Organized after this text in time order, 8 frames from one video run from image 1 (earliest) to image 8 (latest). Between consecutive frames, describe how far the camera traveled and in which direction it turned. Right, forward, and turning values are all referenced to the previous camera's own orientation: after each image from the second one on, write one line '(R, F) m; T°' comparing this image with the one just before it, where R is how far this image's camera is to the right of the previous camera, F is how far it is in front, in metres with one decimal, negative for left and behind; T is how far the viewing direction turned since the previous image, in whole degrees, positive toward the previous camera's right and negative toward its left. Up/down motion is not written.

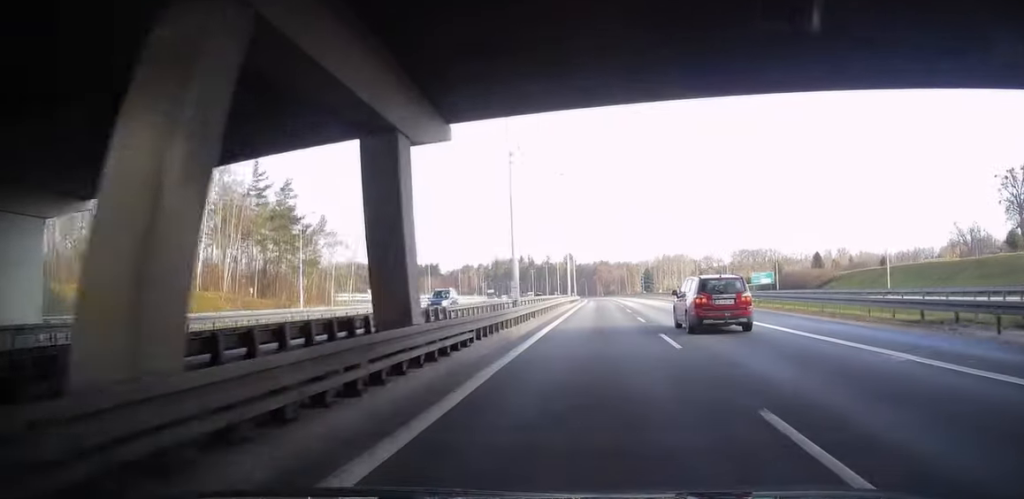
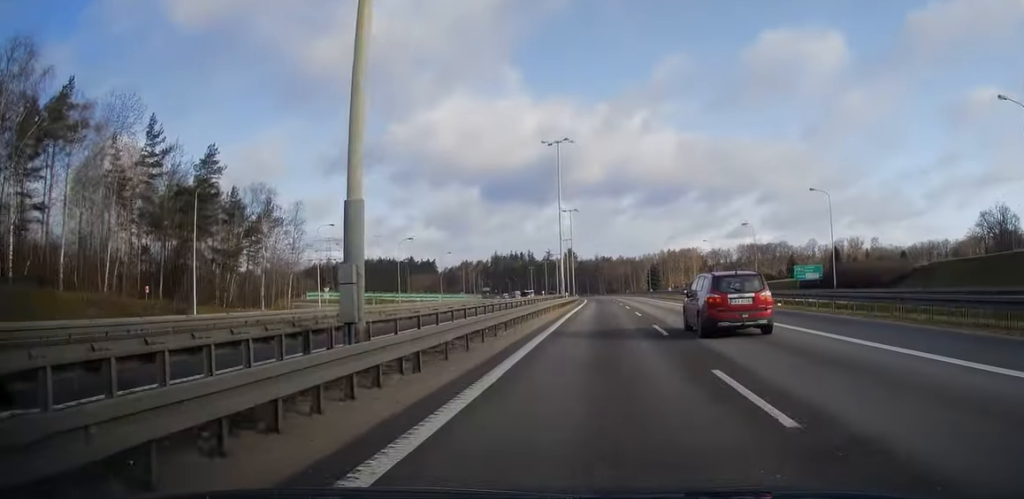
(-0.1, +20.1) m; 0°
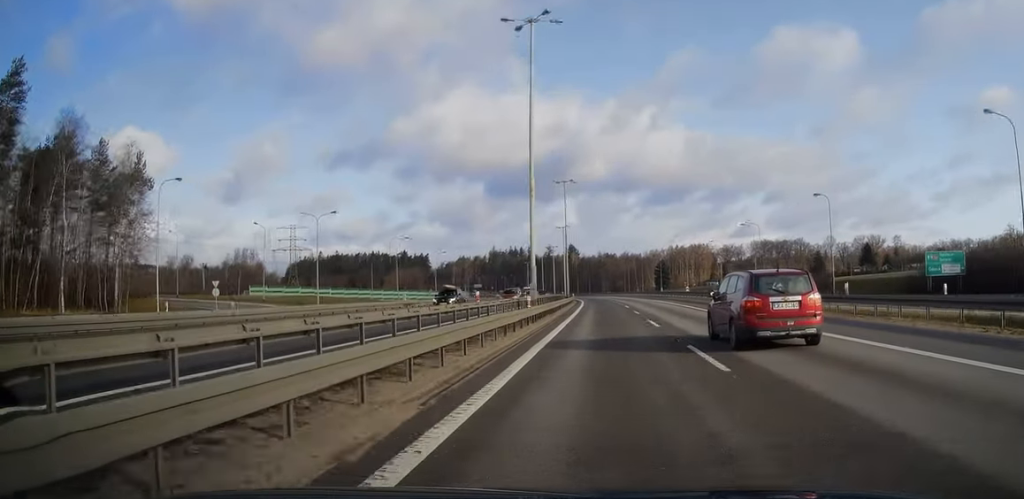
(+0.1, +31.1) m; 0°
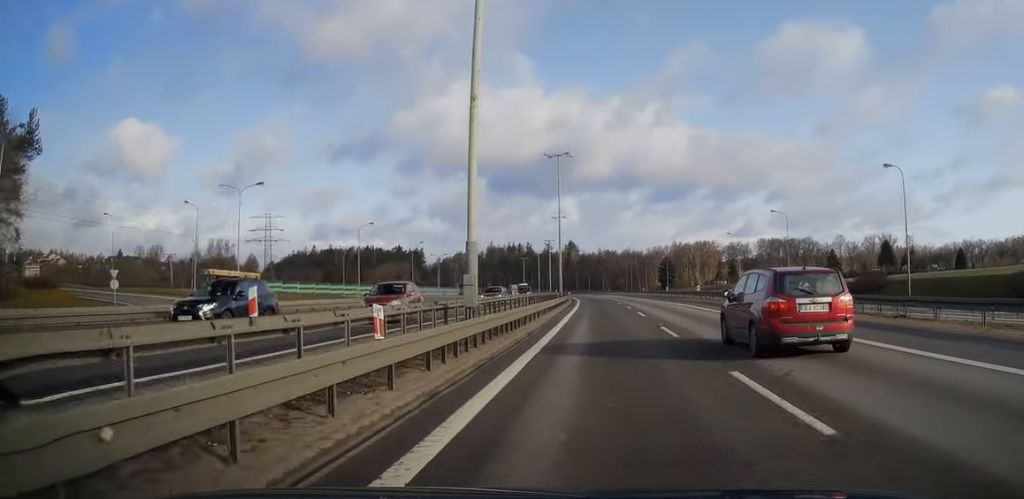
(0.0, +16.9) m; 0°
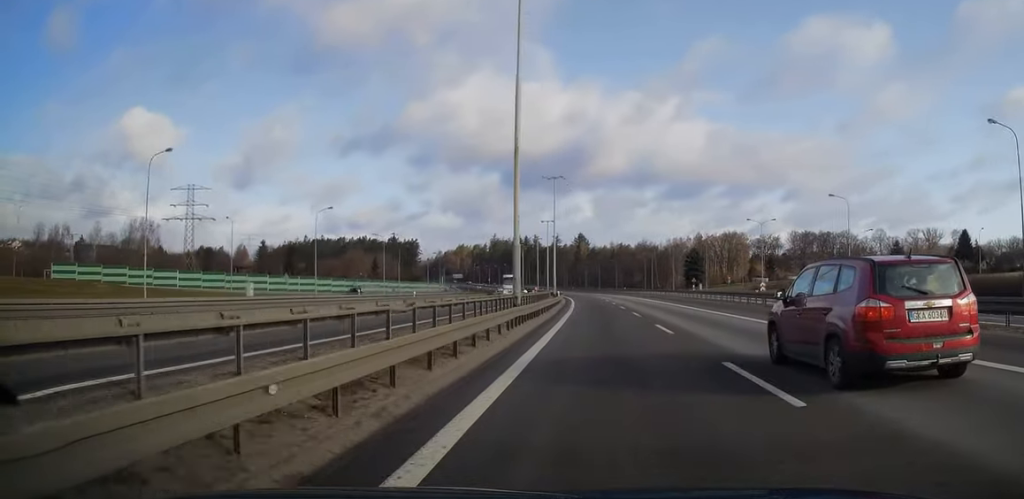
(-0.5, +45.8) m; -1°
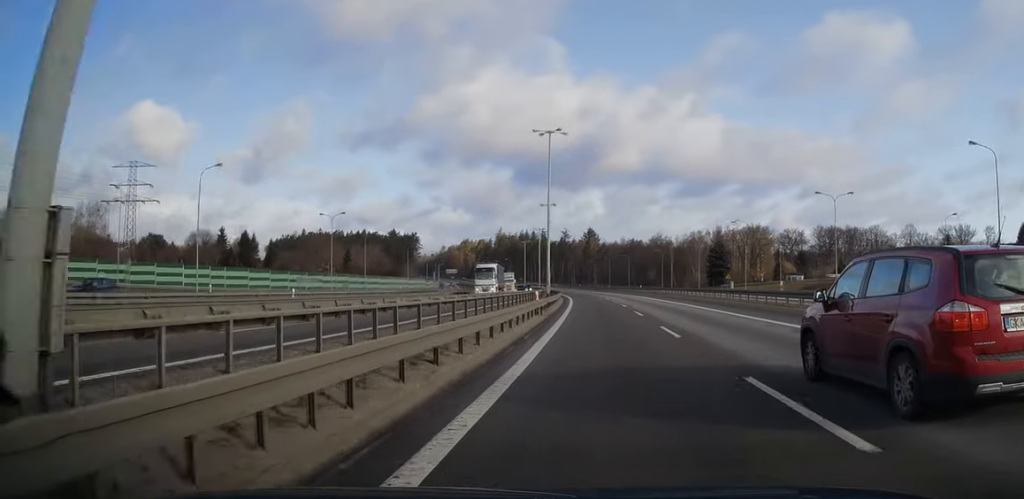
(-0.1, +25.7) m; -1°
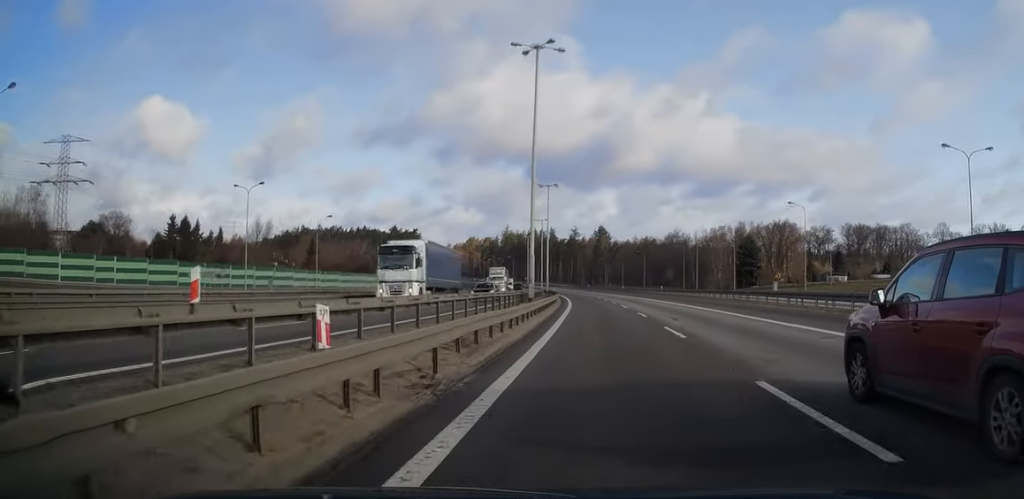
(-0.1, +24.1) m; -1°
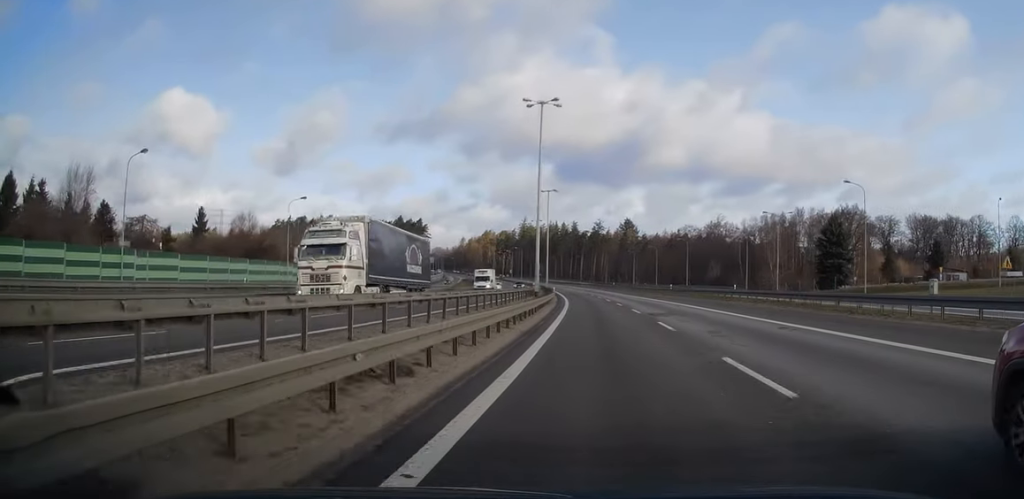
(-0.8, +44.3) m; -2°
